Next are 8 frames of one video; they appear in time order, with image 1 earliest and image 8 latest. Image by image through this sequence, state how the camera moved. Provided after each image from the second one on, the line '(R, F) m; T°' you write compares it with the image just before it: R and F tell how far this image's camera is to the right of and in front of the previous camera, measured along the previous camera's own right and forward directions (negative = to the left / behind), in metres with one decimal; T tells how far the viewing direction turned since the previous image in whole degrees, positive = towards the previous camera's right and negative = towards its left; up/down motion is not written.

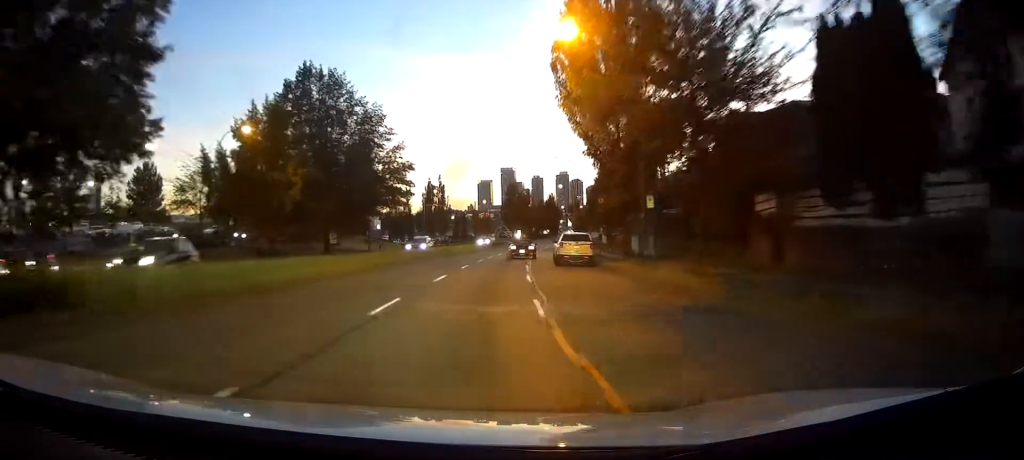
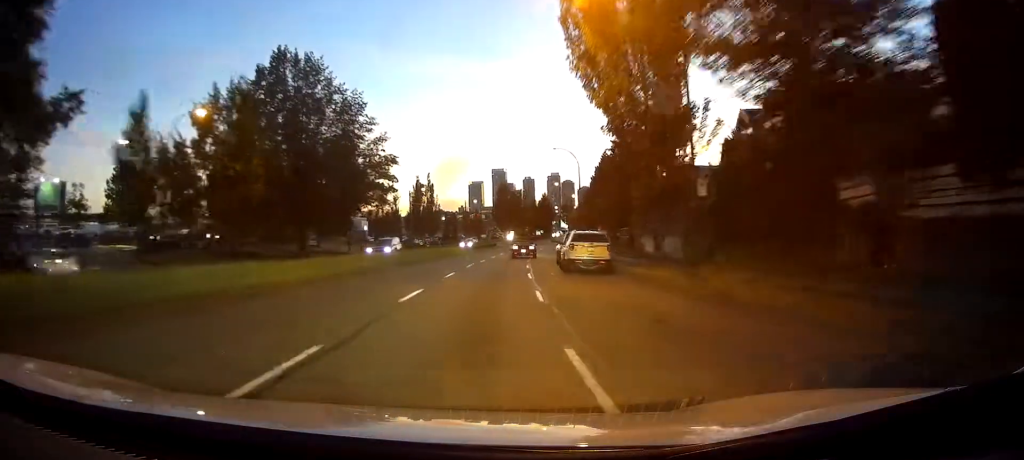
(0.0, +6.6) m; +1°
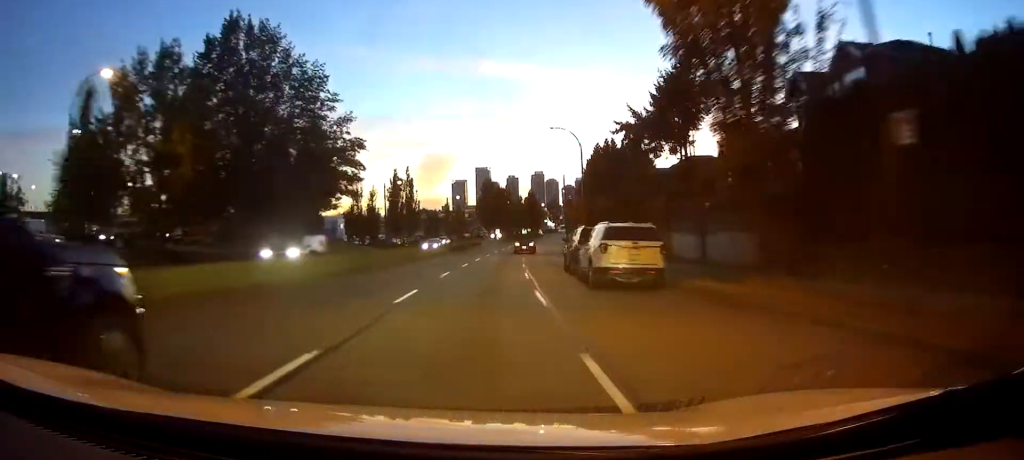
(+0.1, +9.7) m; +1°
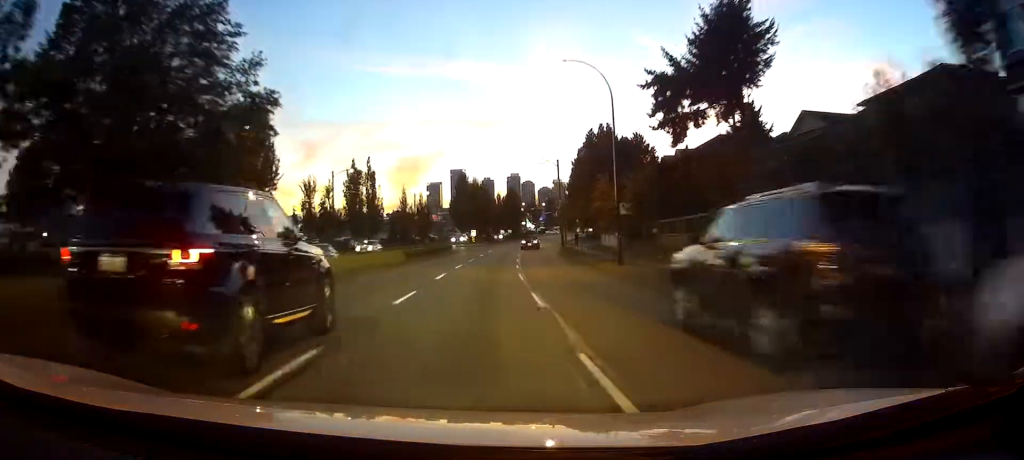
(+0.3, +18.0) m; +2°
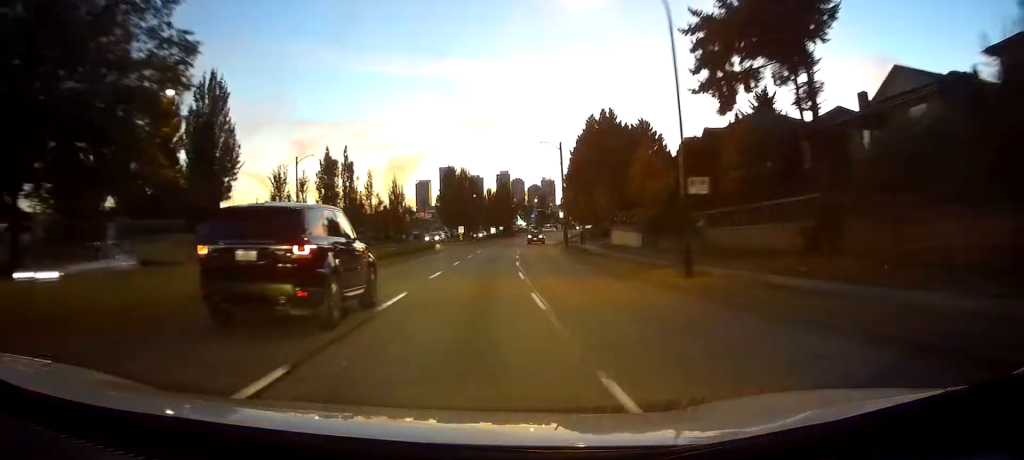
(+0.1, +10.3) m; +1°
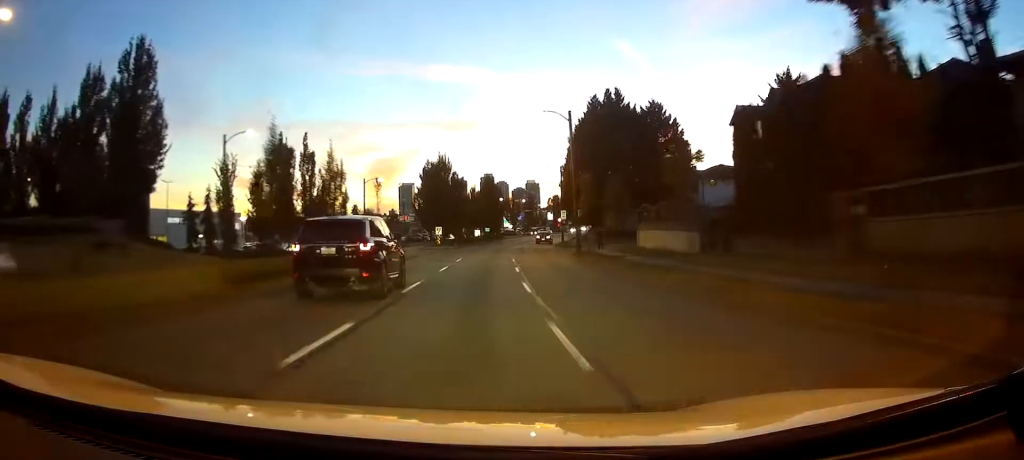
(+0.2, +14.6) m; +1°
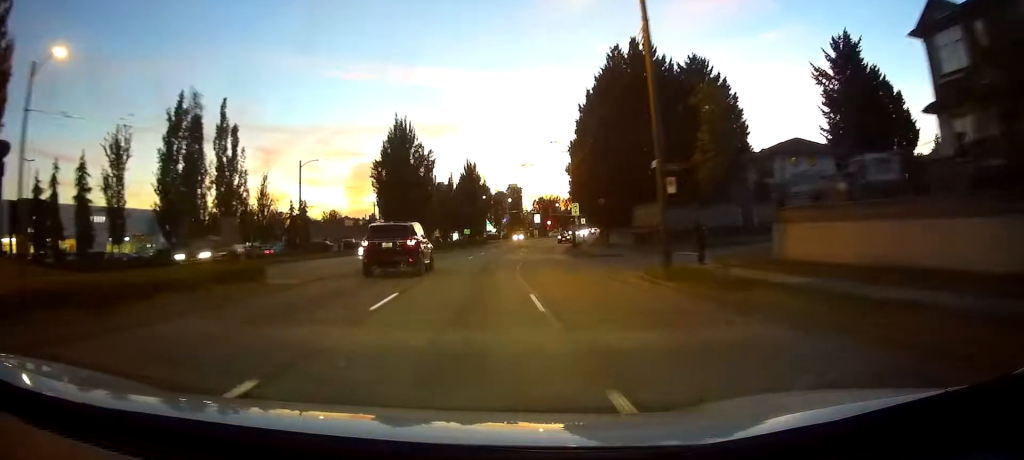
(+0.4, +22.3) m; +1°
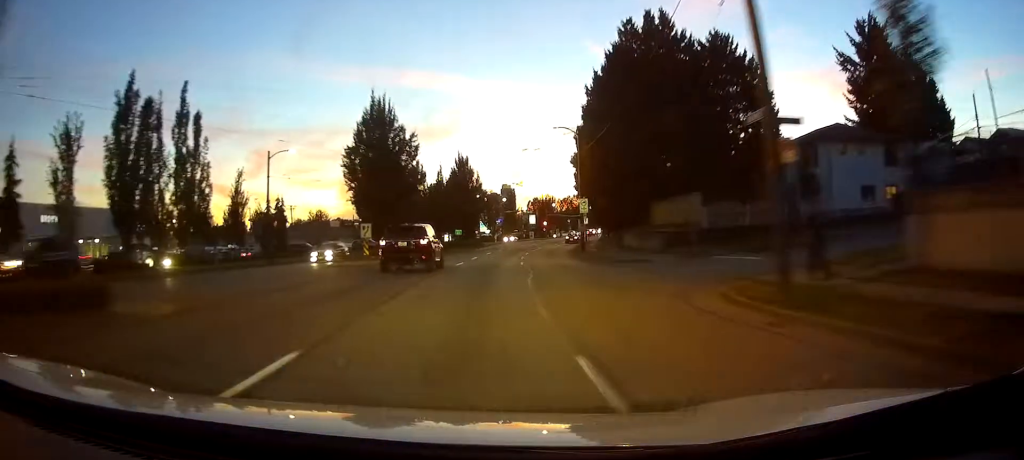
(0.0, +7.6) m; +1°
